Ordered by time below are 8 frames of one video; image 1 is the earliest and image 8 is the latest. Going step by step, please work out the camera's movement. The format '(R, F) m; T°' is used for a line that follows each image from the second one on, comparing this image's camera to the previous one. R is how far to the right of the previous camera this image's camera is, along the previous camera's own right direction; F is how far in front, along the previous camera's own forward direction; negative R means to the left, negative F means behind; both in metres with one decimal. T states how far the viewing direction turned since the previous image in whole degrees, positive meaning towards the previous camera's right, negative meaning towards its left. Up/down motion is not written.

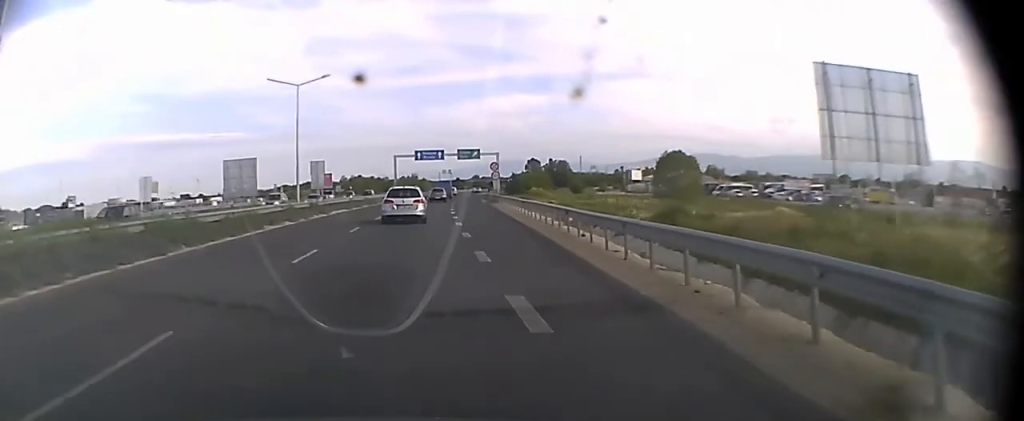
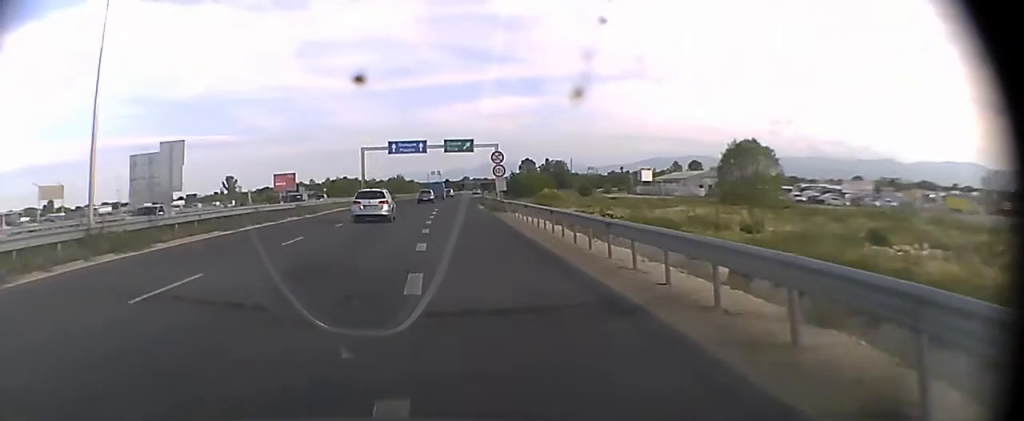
(+0.5, +25.3) m; +1°
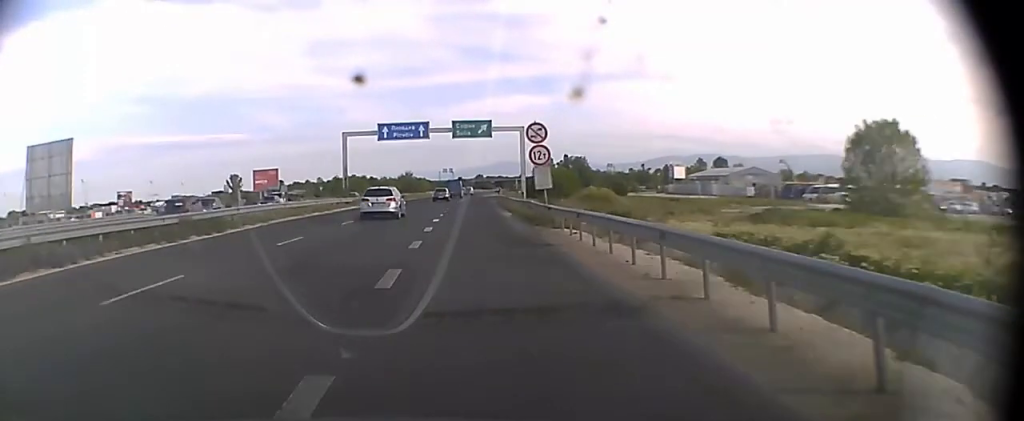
(-0.1, +19.3) m; -1°
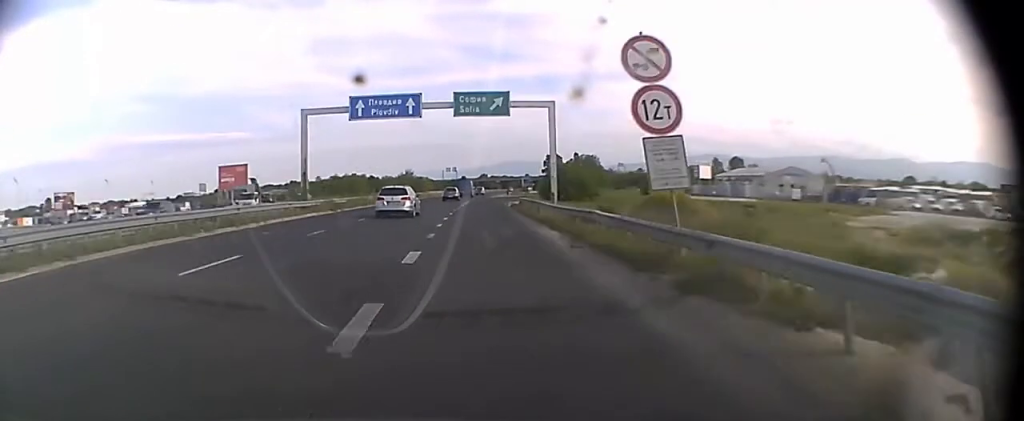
(-0.1, +15.1) m; -1°
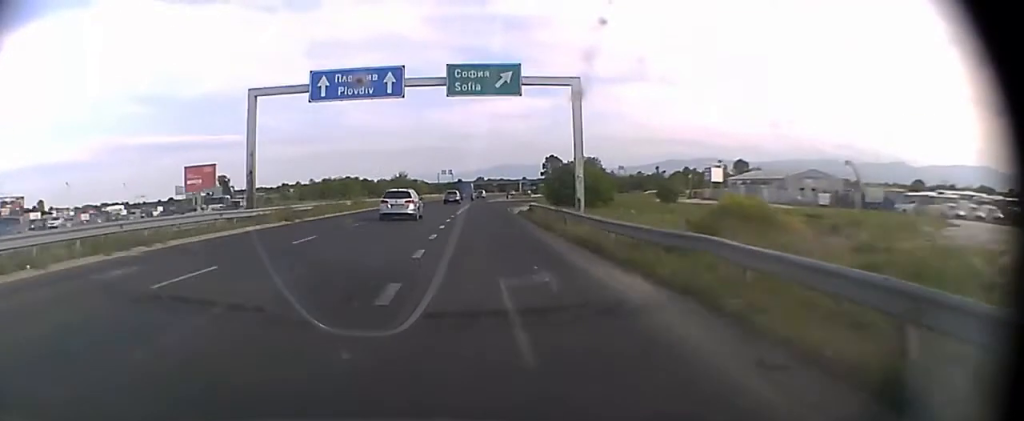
(-0.1, +10.3) m; 0°
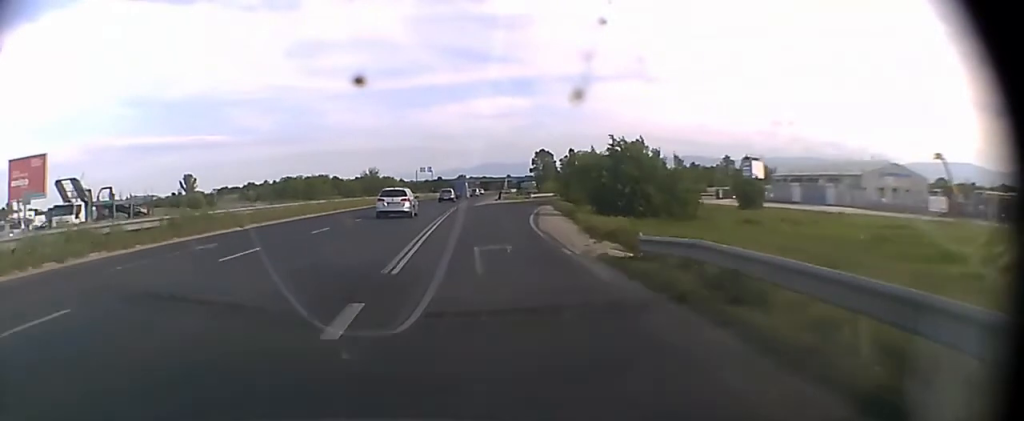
(+0.2, +31.9) m; +1°
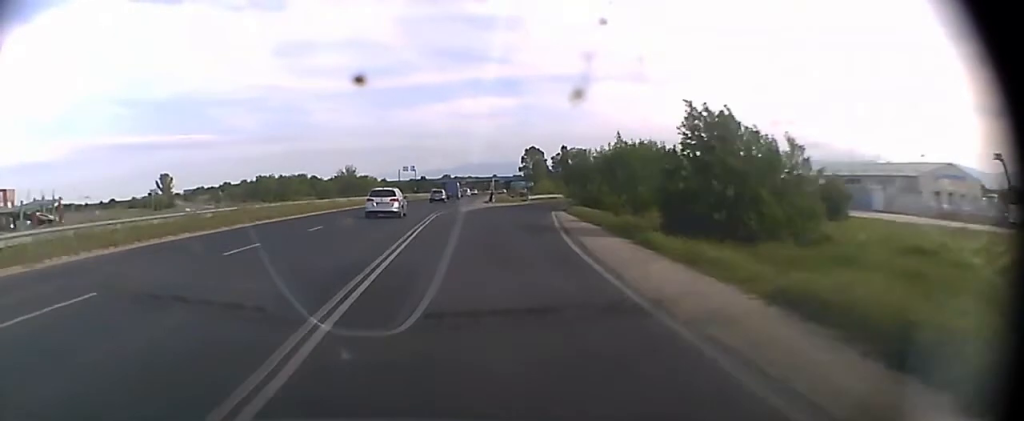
(+0.2, +16.5) m; +1°
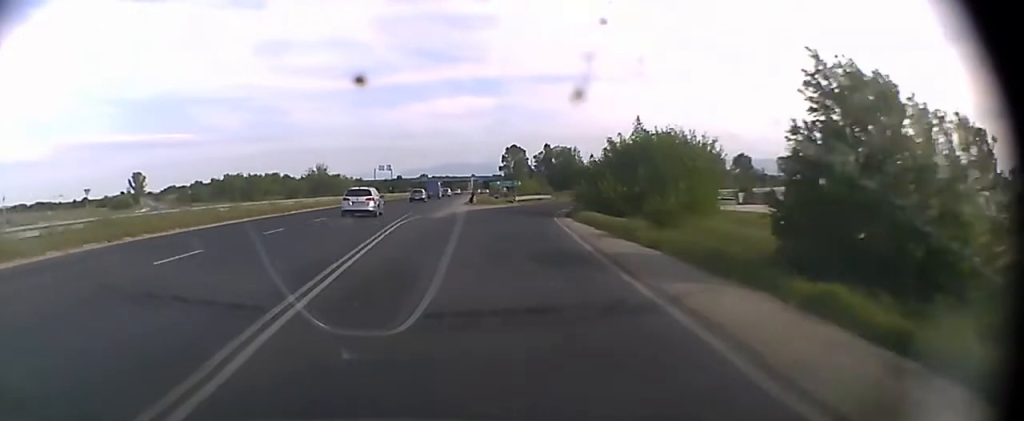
(+0.1, +11.2) m; +1°
